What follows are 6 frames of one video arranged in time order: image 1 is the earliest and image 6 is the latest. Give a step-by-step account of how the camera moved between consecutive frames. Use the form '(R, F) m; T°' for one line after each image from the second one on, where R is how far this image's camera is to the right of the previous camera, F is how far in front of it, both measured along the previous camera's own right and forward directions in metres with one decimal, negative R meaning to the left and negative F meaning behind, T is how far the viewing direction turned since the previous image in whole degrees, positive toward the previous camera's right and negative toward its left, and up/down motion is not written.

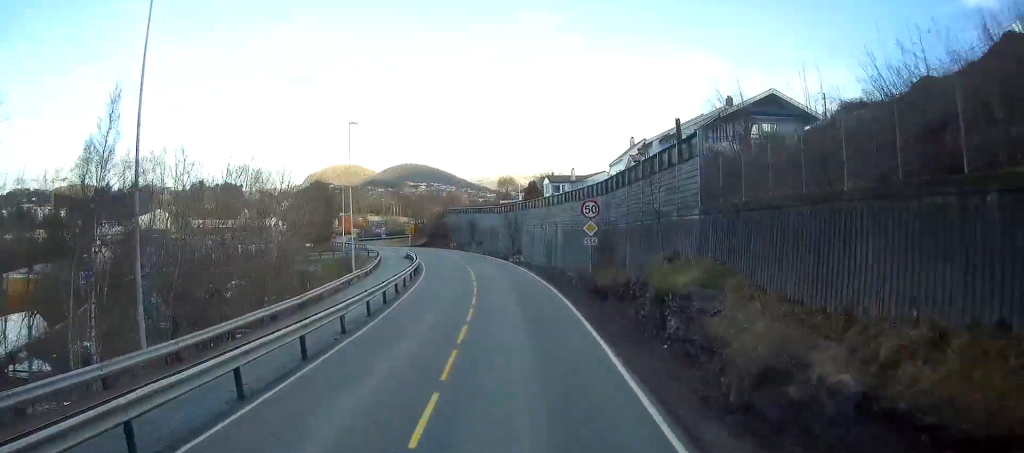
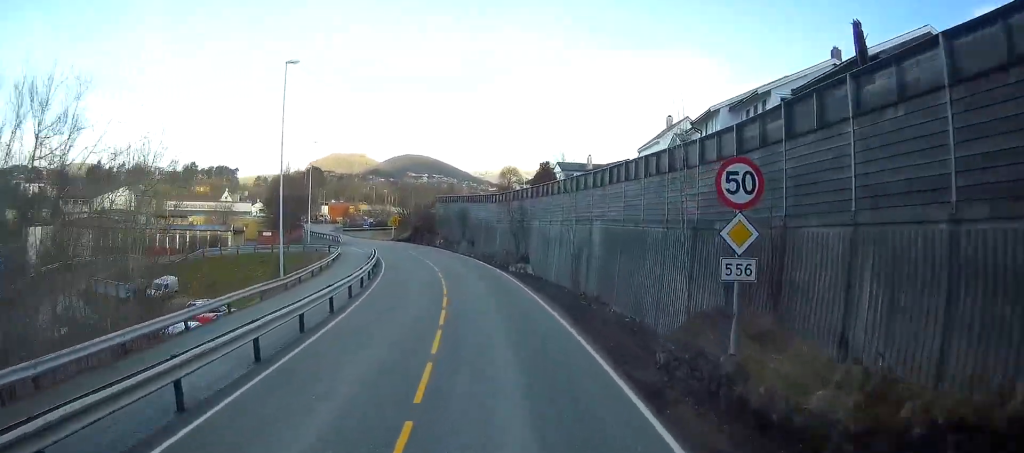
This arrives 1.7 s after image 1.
(+0.1, +17.6) m; +1°
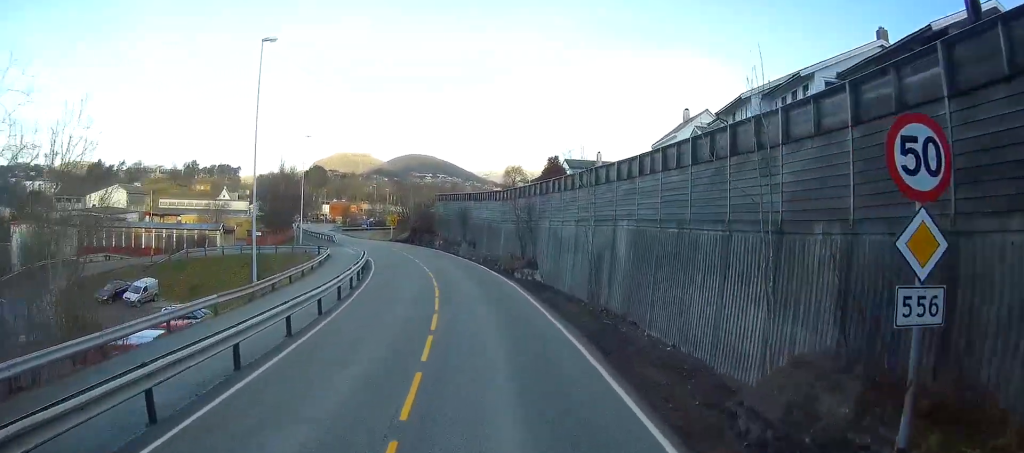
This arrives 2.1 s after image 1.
(0.0, +4.7) m; +1°
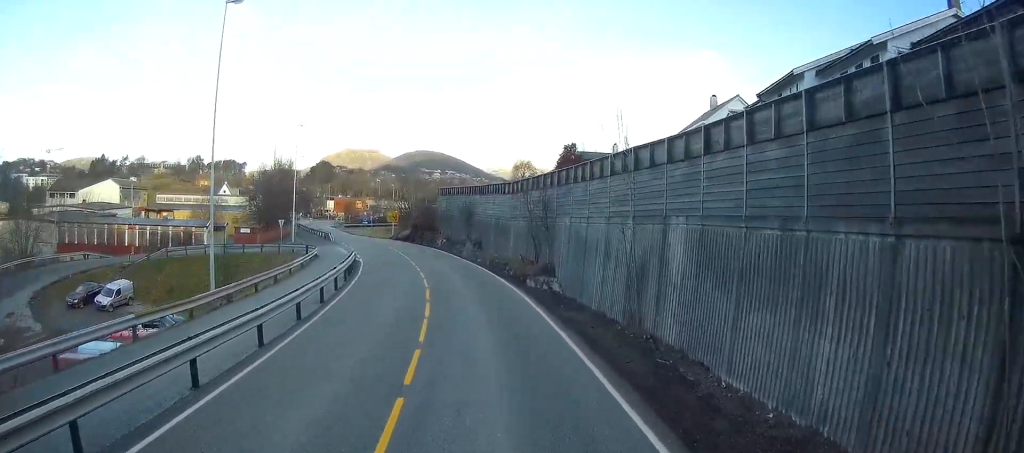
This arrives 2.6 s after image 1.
(0.0, +5.8) m; +1°
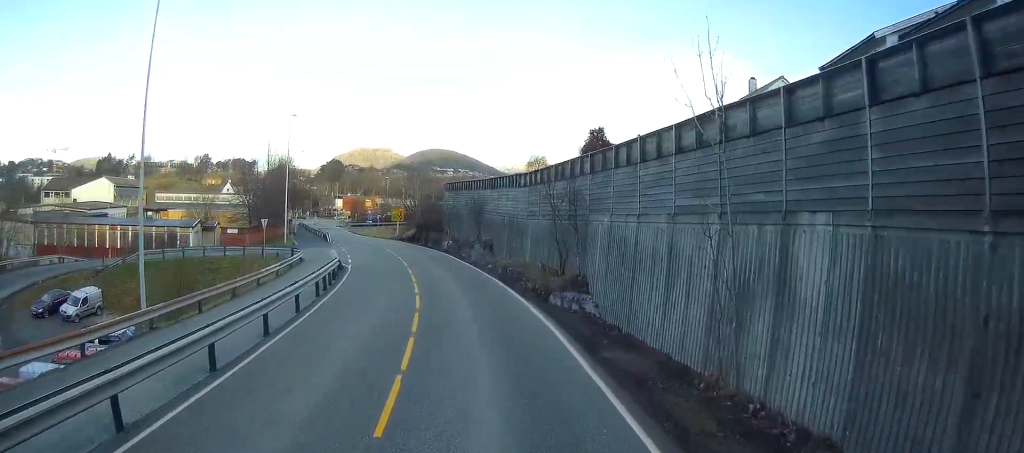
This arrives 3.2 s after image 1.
(+0.1, +6.7) m; 0°
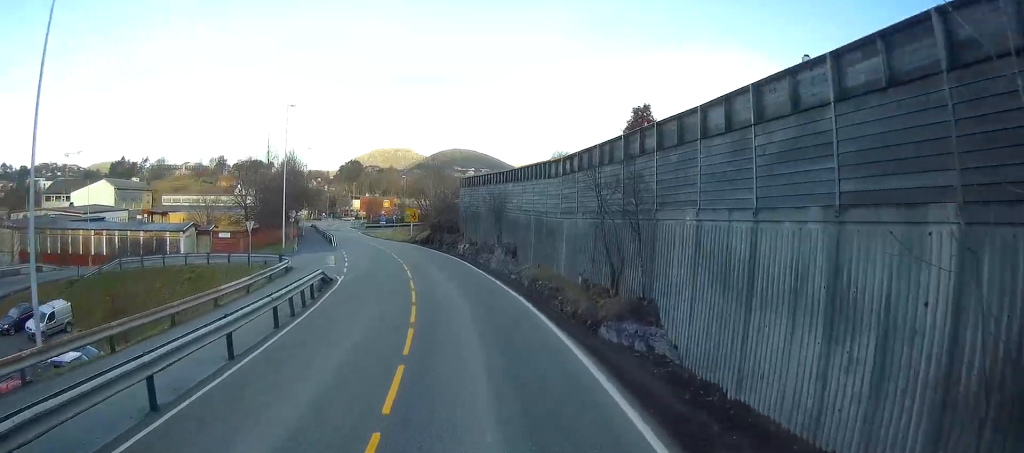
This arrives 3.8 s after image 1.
(0.0, +6.7) m; -1°
